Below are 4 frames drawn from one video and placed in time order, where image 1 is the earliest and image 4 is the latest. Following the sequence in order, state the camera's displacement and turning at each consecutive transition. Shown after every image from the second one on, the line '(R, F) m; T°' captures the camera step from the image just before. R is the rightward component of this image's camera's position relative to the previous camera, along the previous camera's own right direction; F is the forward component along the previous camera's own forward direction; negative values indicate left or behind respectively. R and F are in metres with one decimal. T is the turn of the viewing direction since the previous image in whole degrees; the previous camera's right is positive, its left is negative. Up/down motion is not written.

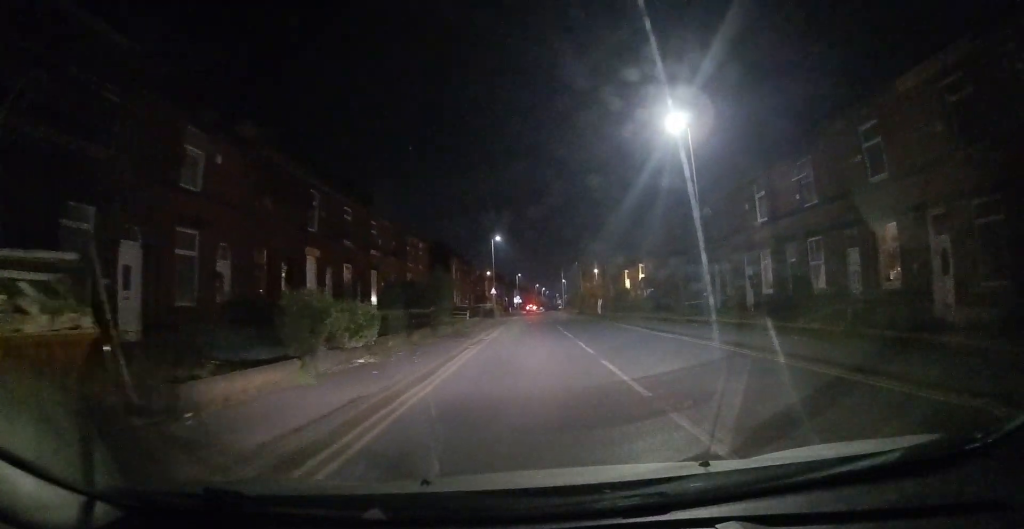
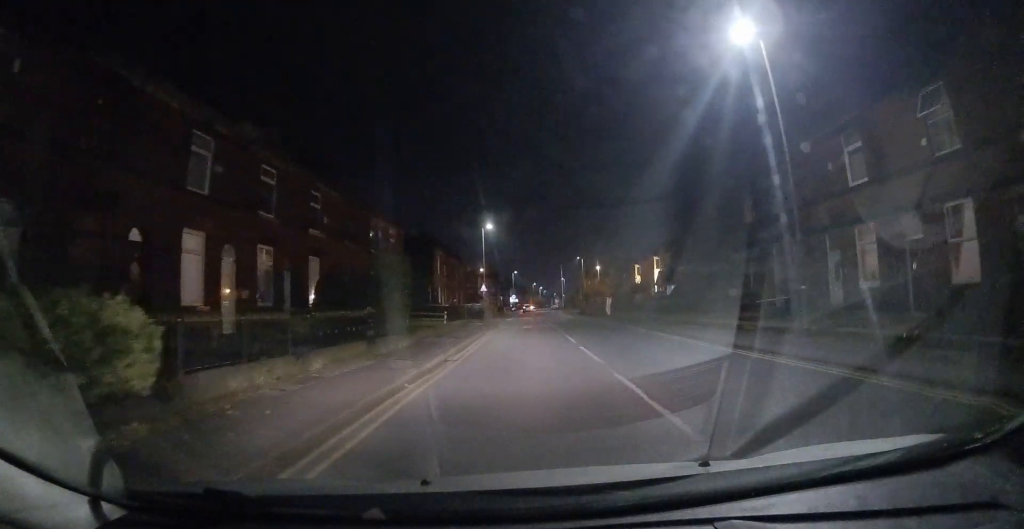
(-0.1, +8.1) m; -1°
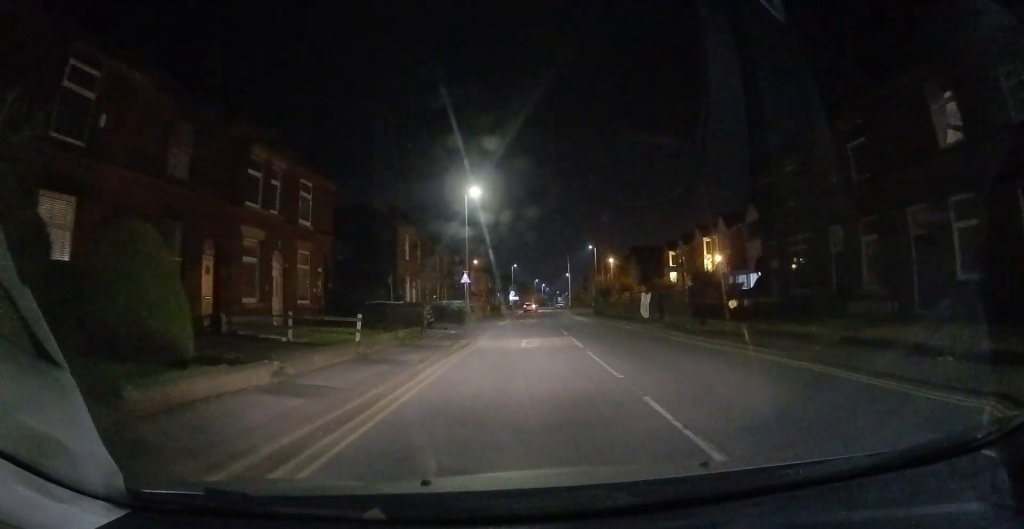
(0.0, +14.1) m; +2°
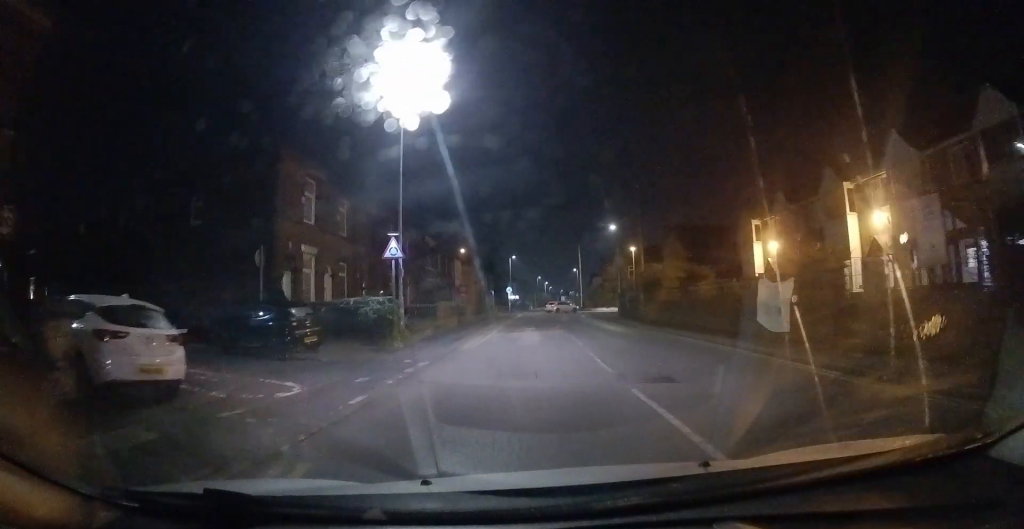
(+0.5, +17.7) m; +2°
